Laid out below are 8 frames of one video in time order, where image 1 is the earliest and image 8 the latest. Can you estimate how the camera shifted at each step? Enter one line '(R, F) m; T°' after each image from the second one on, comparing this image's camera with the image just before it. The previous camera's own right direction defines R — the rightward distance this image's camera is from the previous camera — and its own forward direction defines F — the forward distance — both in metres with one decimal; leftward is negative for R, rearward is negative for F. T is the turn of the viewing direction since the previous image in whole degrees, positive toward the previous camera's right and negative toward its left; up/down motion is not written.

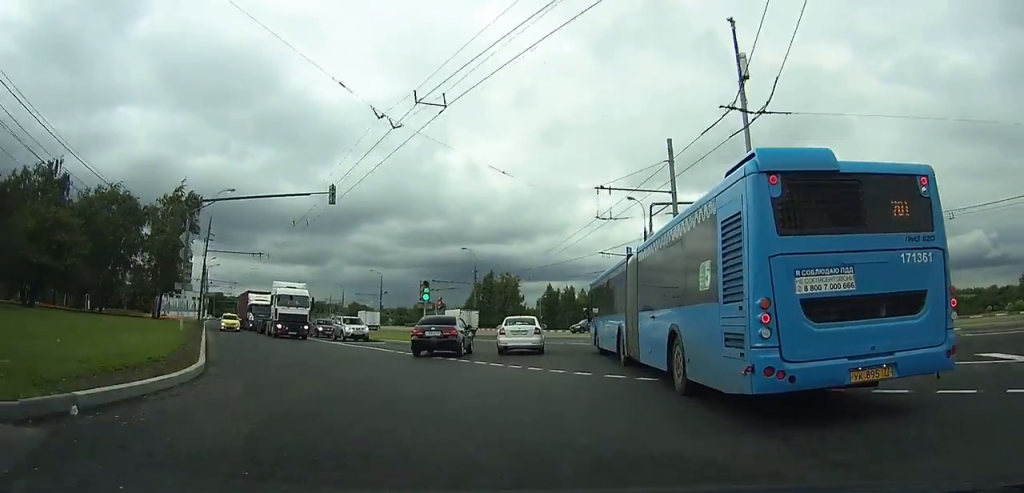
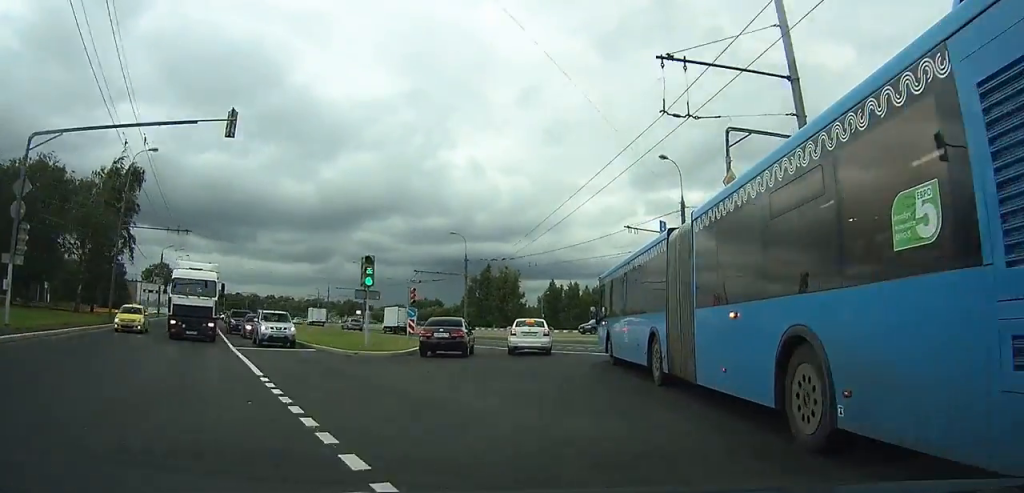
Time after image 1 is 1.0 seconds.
(0.0, +12.4) m; +1°
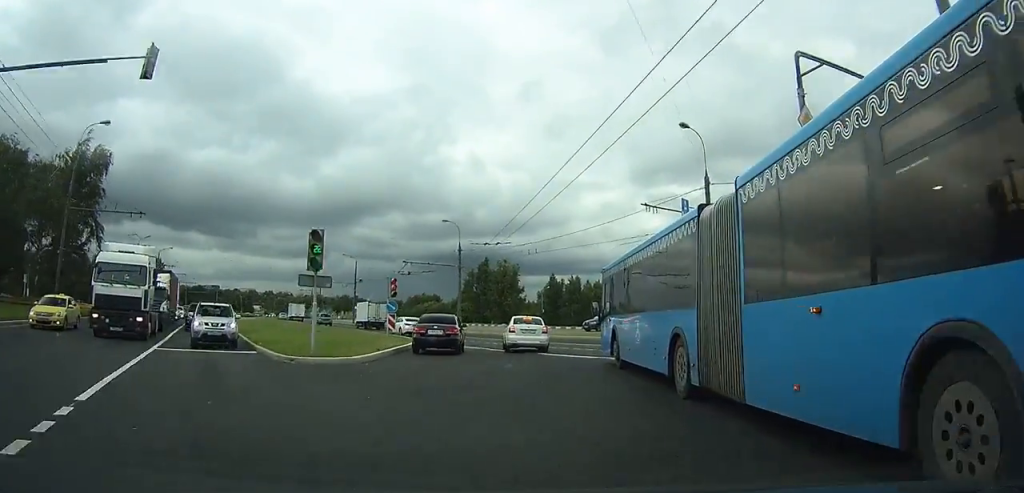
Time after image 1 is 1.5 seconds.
(0.0, +5.7) m; 0°
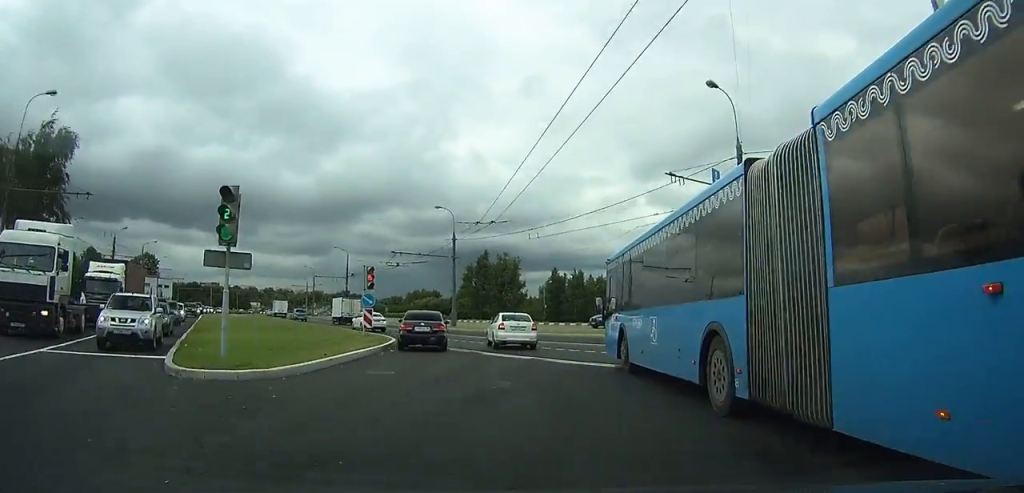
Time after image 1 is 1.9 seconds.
(0.0, +5.3) m; 0°
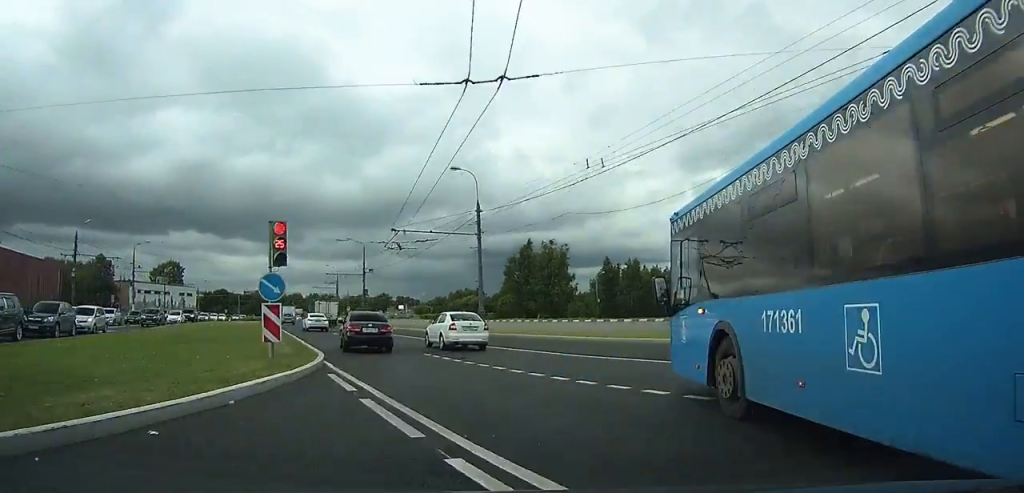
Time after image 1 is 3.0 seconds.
(-0.1, +15.3) m; -4°
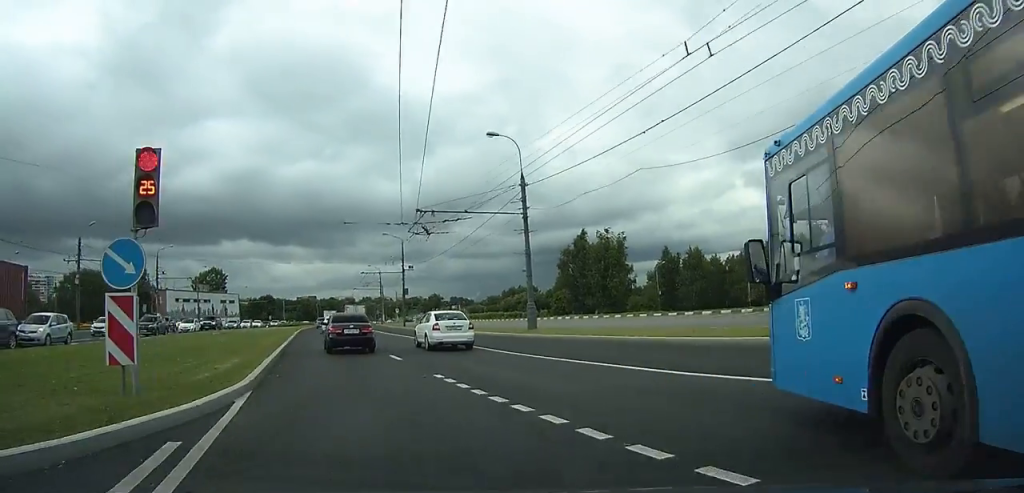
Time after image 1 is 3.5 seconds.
(-0.4, +7.7) m; -5°
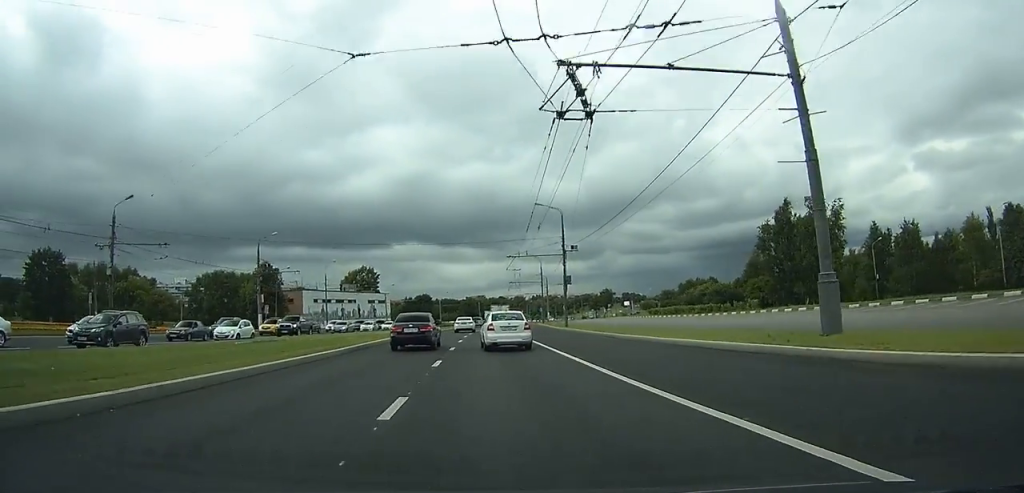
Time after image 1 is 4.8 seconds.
(-2.1, +18.9) m; -14°
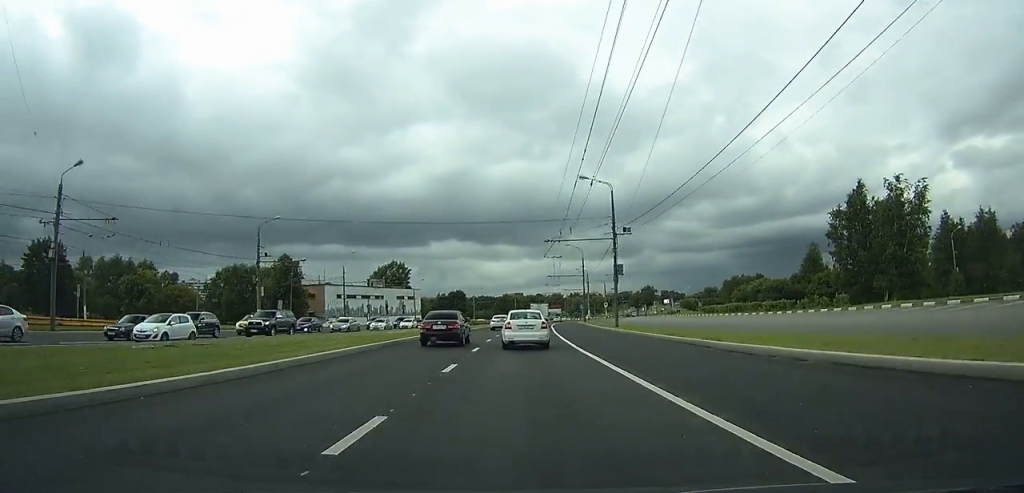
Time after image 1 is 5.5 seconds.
(-0.8, +10.0) m; -5°
